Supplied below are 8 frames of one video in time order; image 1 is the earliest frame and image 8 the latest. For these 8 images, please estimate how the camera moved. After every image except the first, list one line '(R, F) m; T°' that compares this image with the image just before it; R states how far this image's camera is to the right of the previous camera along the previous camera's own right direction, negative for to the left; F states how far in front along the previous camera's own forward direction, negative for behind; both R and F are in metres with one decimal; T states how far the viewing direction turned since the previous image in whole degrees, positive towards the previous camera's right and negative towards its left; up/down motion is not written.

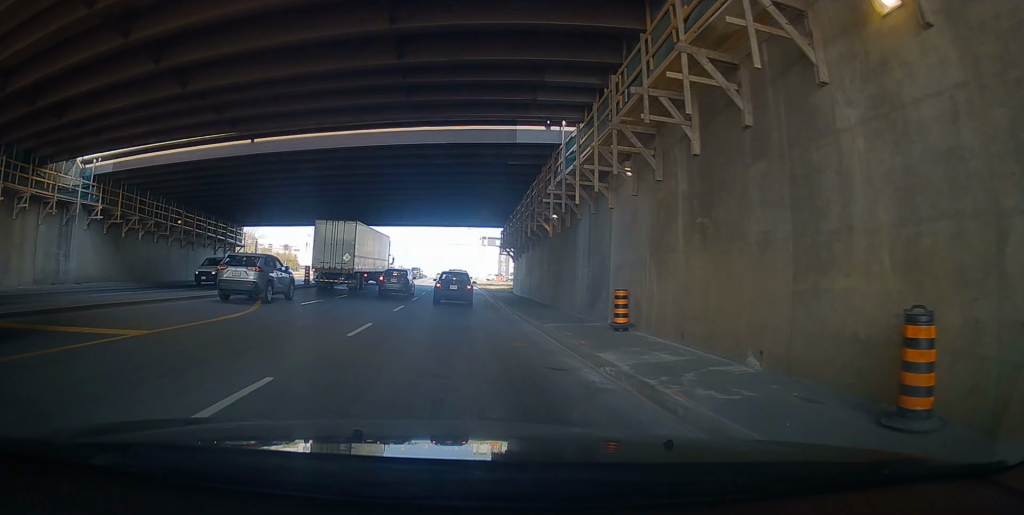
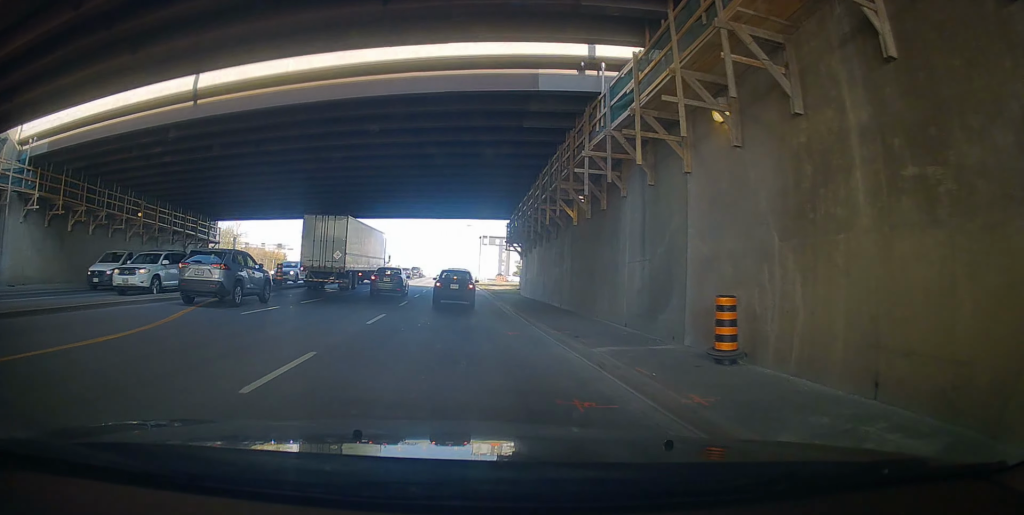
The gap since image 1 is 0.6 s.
(-0.2, +5.8) m; +2°
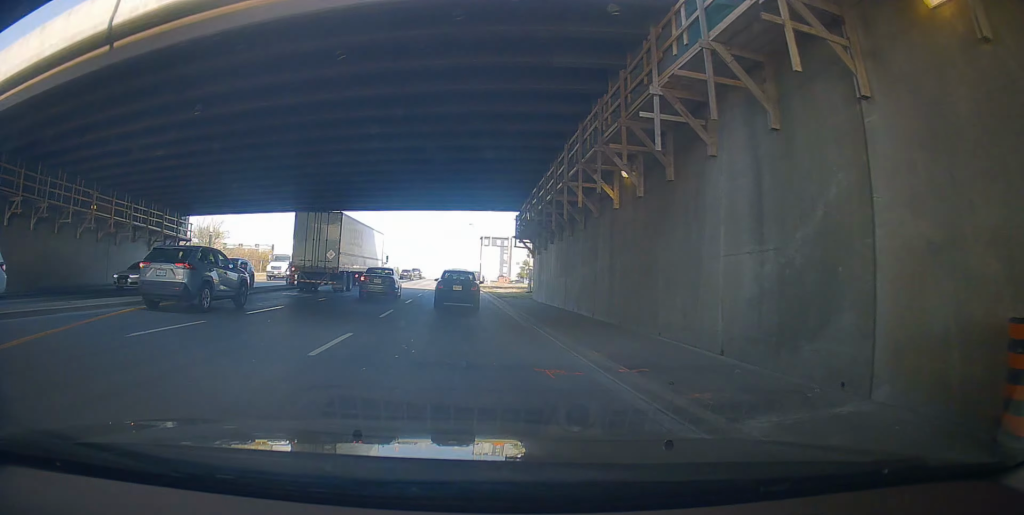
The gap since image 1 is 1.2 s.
(+0.3, +5.4) m; +1°
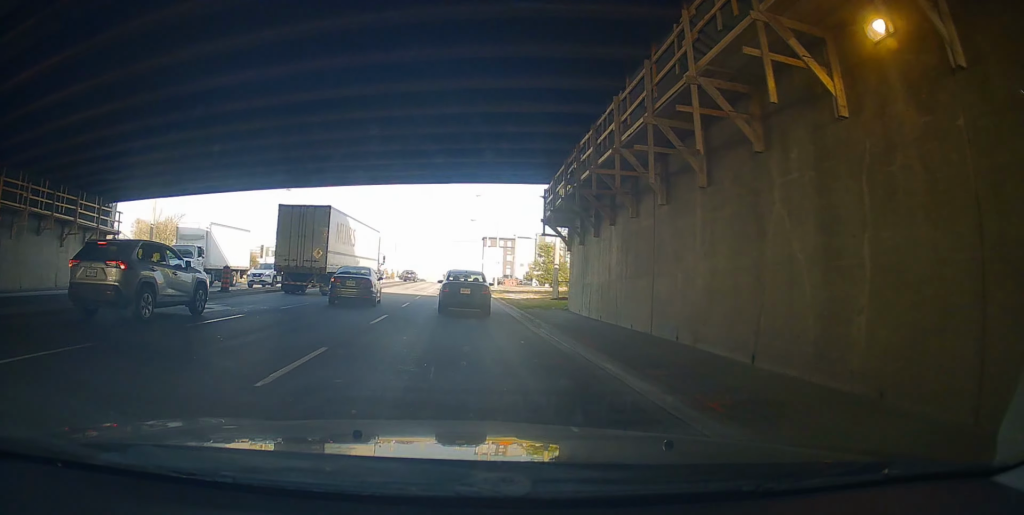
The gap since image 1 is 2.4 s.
(+0.1, +9.9) m; +2°
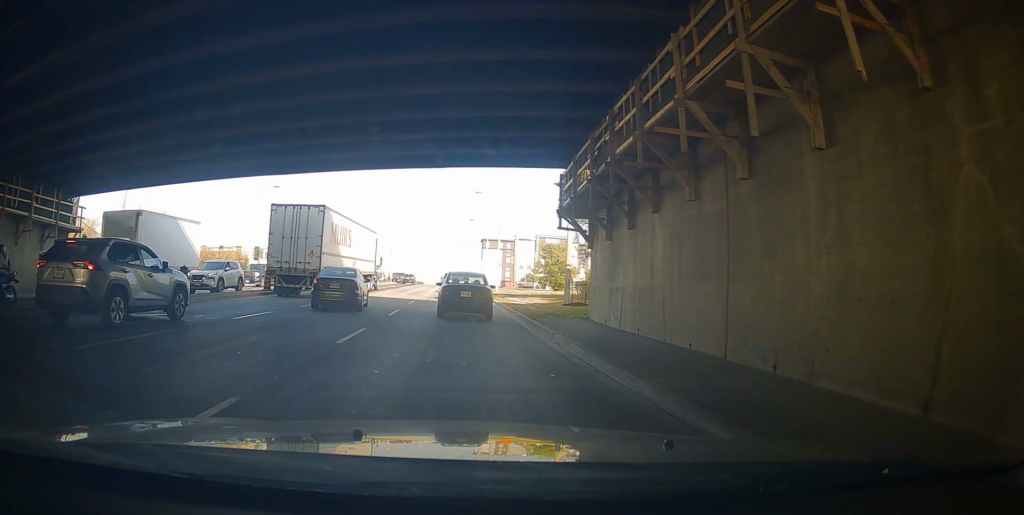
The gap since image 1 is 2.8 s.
(-0.1, +3.7) m; 0°
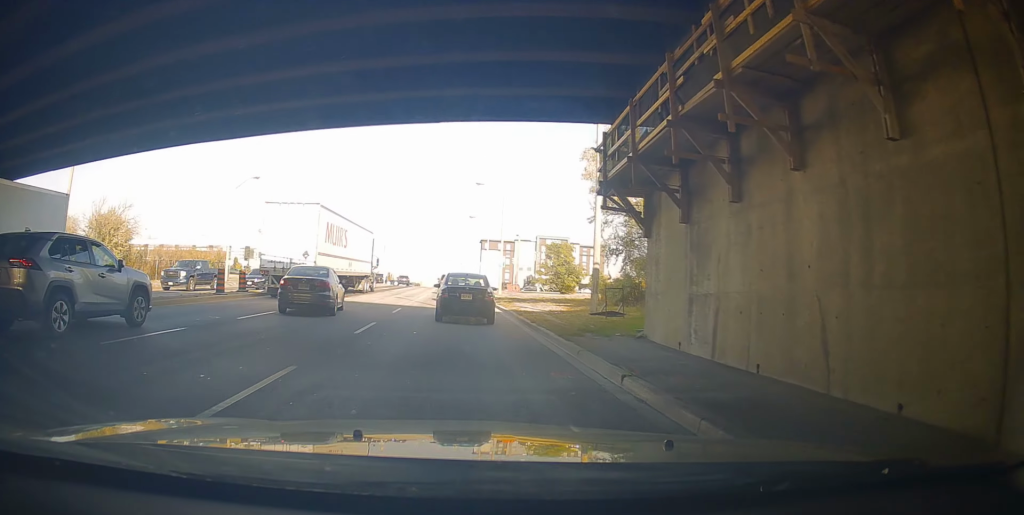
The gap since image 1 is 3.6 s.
(+0.3, +5.6) m; 0°
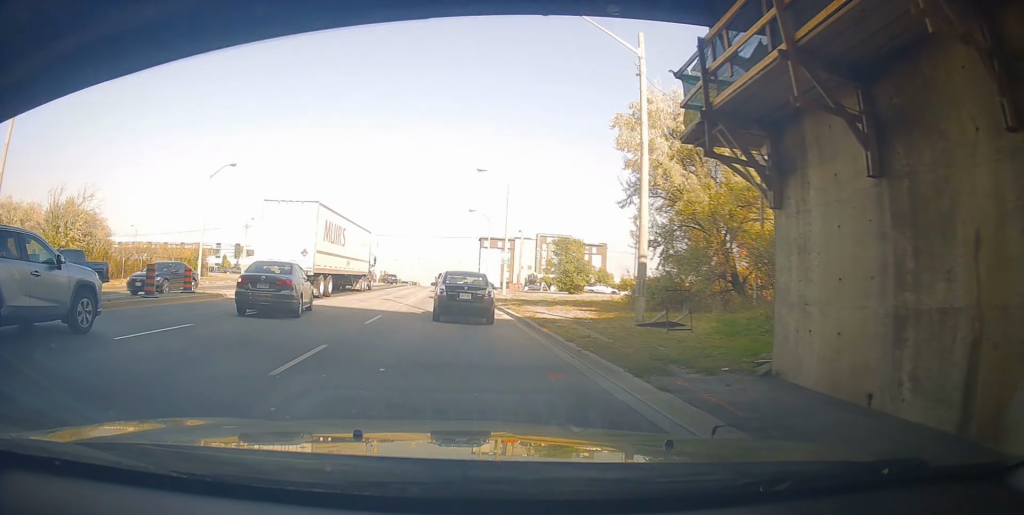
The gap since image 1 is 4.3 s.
(-0.2, +5.4) m; -5°
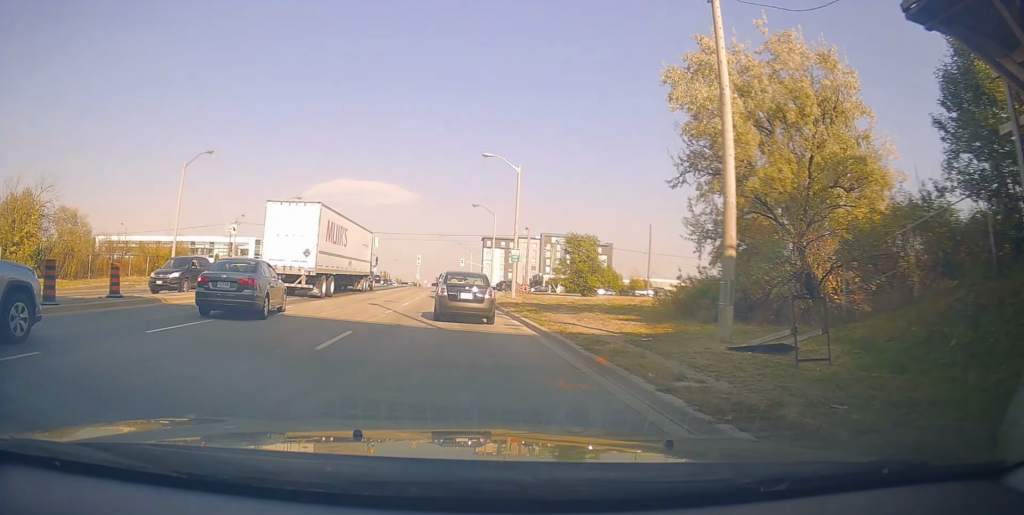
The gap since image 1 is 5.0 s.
(-0.2, +5.0) m; -3°
